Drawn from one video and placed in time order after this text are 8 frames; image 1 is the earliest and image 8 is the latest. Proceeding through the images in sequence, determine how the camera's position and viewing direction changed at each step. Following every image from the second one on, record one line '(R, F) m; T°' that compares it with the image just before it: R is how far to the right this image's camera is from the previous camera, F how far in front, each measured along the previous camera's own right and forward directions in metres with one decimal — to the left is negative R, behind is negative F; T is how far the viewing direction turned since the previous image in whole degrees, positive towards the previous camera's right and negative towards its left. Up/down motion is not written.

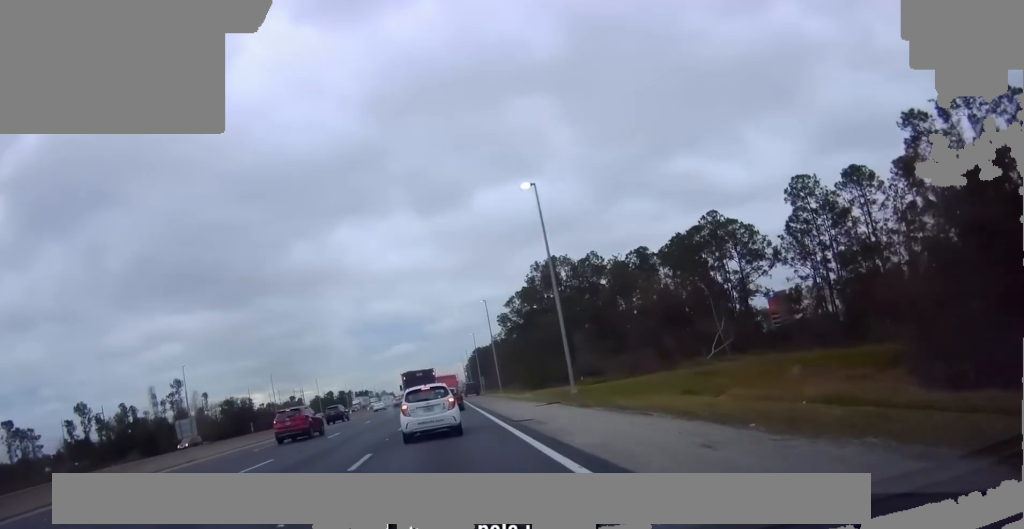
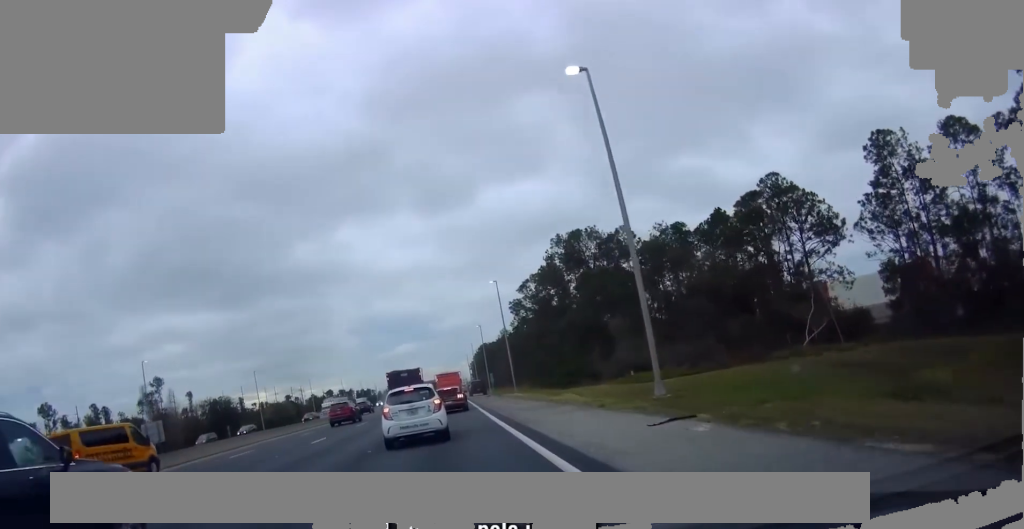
(-0.4, +17.6) m; 0°
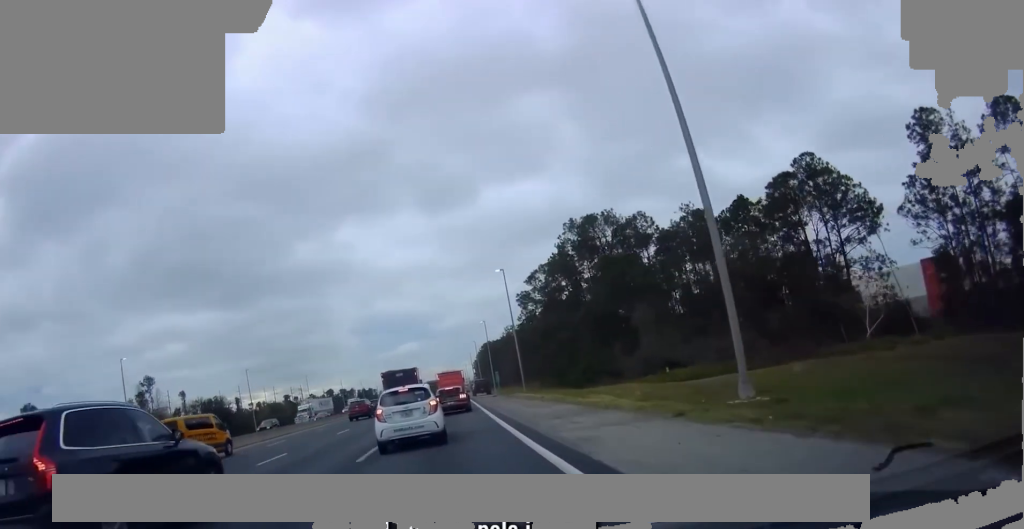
(+0.1, +7.5) m; +1°
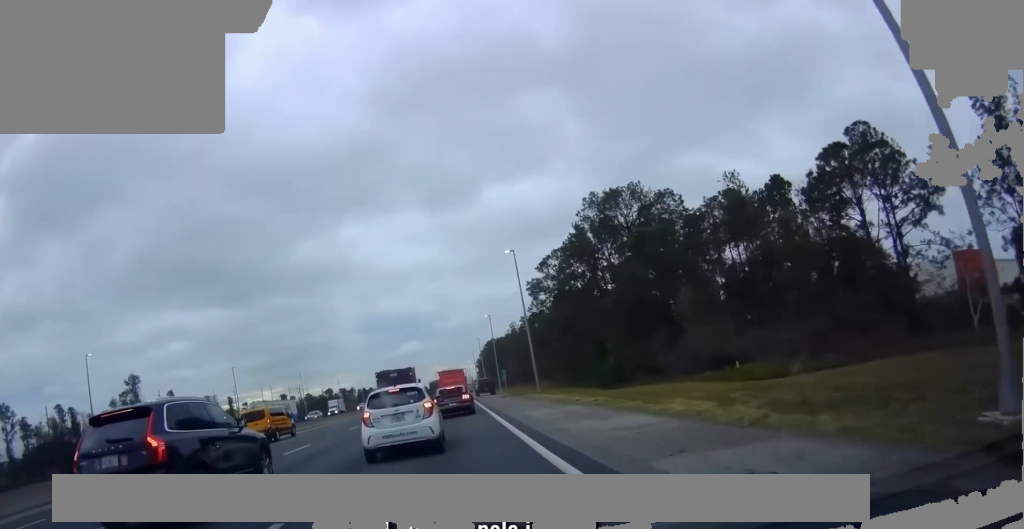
(+0.1, +9.9) m; 0°
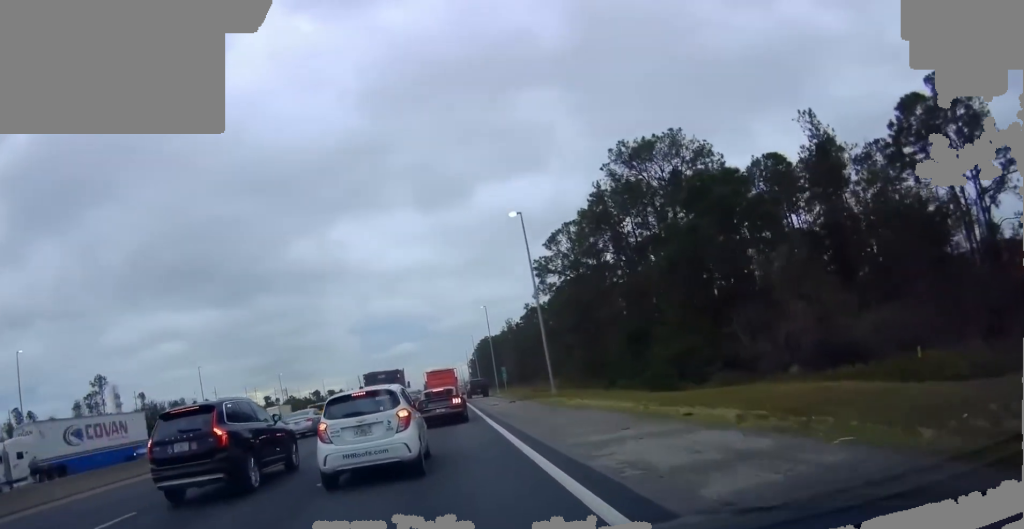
(-0.2, +14.4) m; -1°
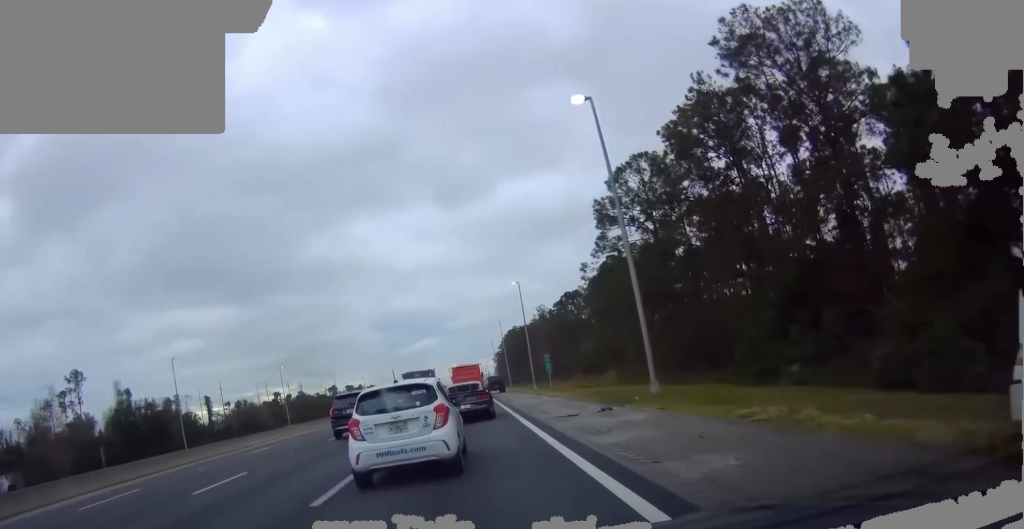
(+0.5, +24.5) m; 0°
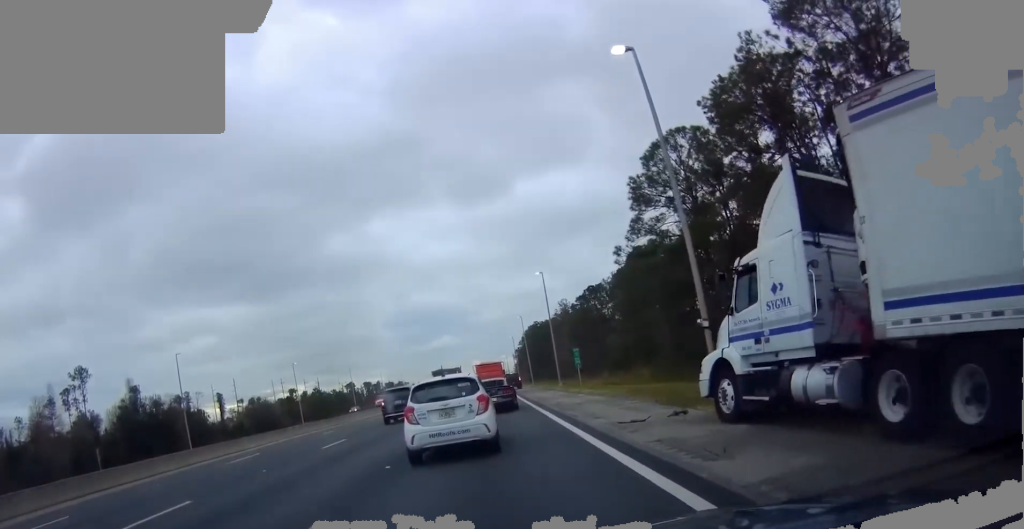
(-0.2, +5.8) m; -2°
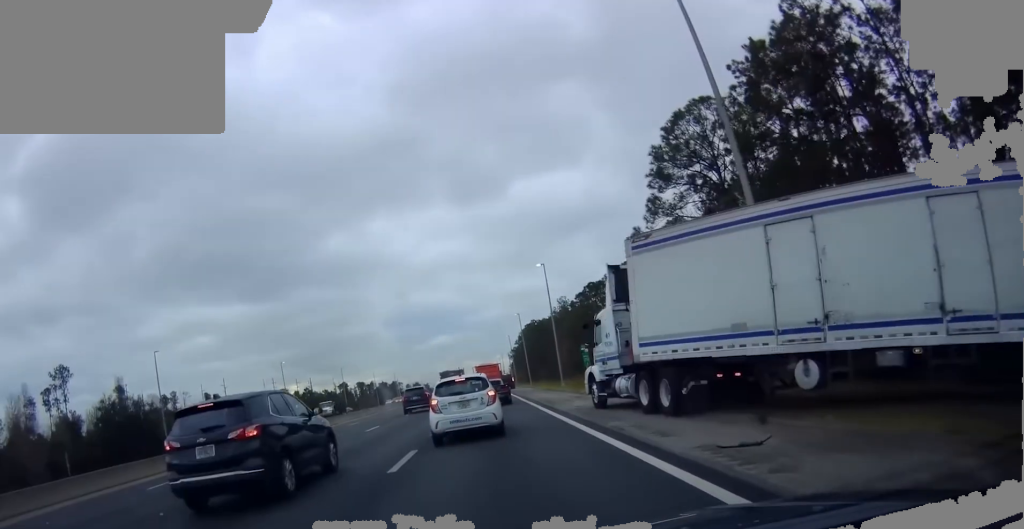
(0.0, +3.3) m; 0°
